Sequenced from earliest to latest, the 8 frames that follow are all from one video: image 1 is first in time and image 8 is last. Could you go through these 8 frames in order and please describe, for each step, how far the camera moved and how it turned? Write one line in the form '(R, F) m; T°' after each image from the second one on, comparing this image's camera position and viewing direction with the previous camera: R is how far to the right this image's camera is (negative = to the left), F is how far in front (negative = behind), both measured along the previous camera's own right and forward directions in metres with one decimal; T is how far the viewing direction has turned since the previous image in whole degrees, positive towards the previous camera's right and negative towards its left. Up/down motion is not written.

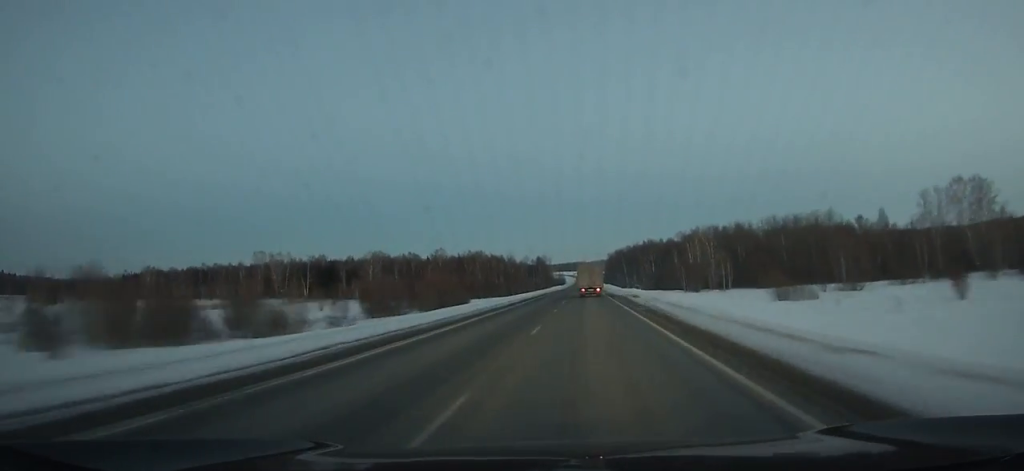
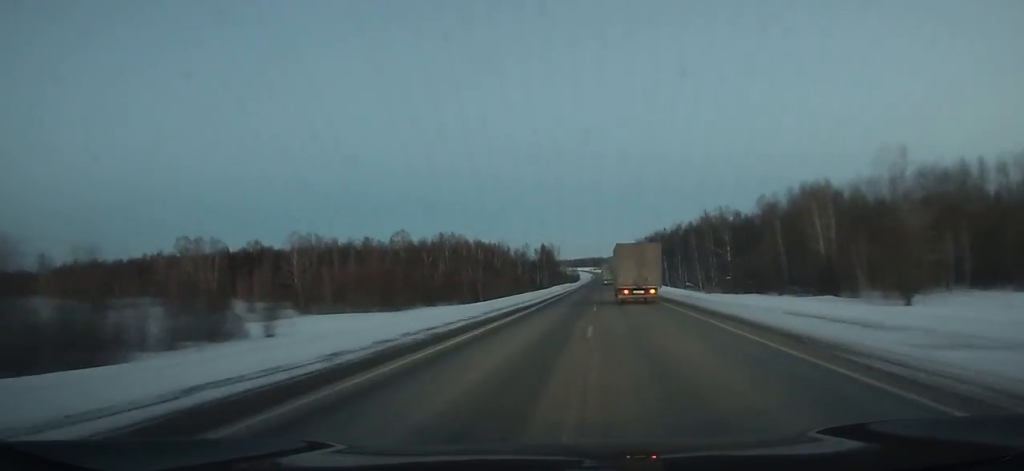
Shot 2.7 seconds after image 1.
(-0.4, +75.0) m; 0°
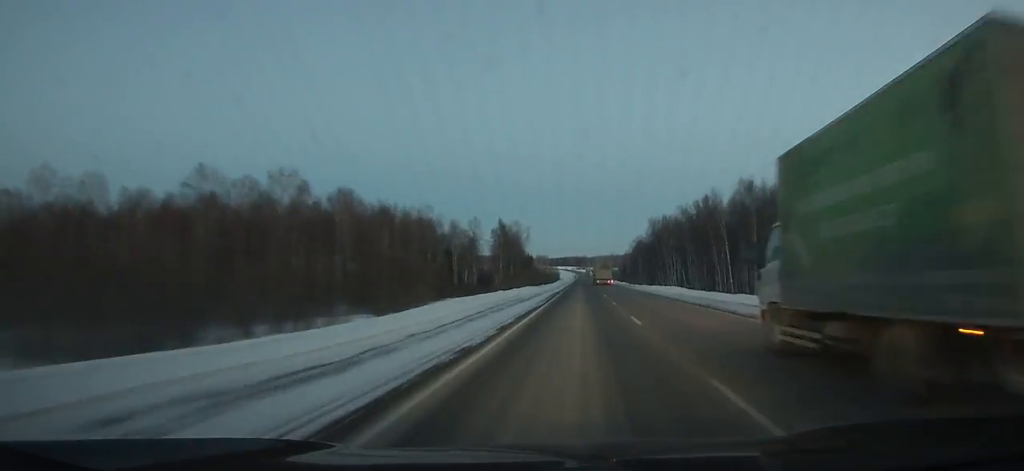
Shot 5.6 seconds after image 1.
(+0.6, +82.2) m; +1°
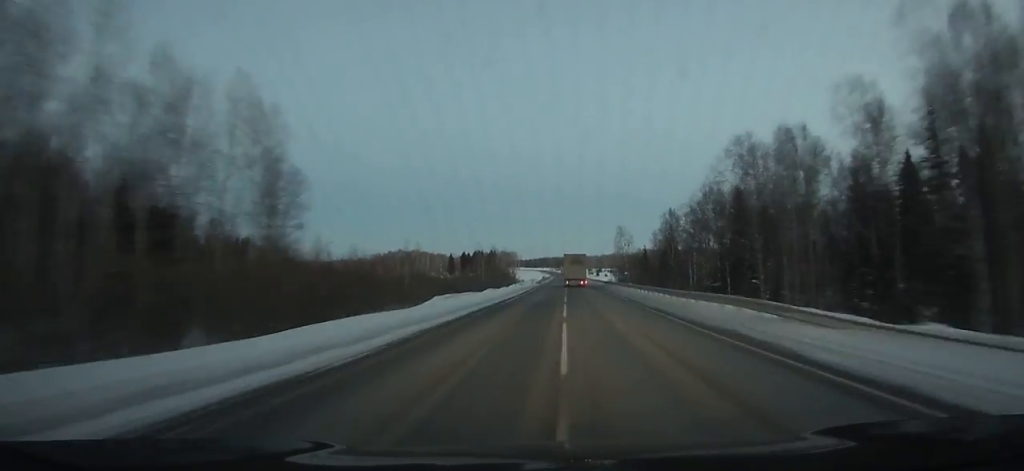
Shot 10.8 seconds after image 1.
(+2.5, +146.6) m; +1°
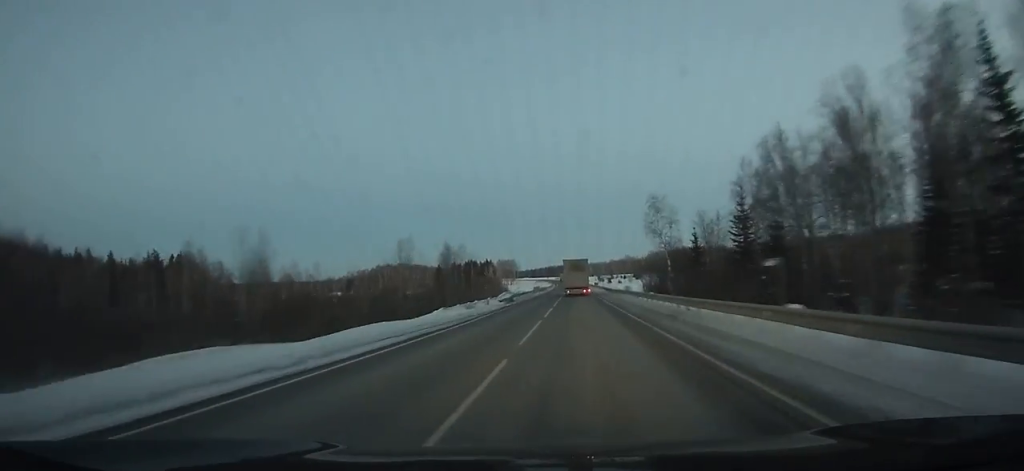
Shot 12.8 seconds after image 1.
(+0.1, +54.8) m; 0°
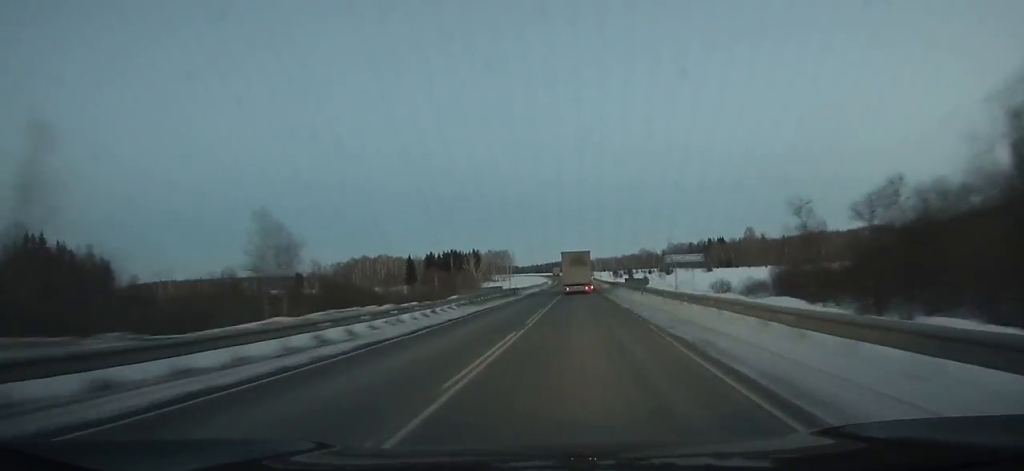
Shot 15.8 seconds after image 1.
(-0.3, +79.3) m; -1°
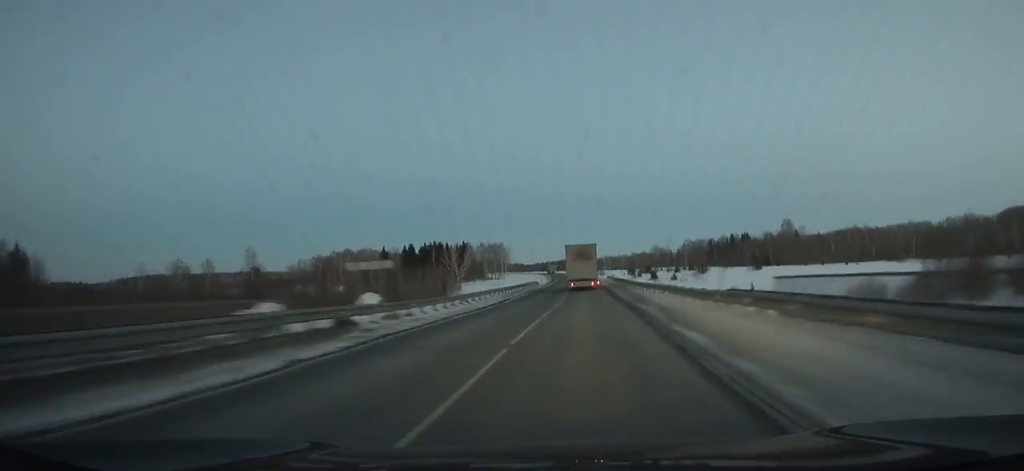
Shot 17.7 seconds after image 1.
(-0.2, +48.7) m; -1°
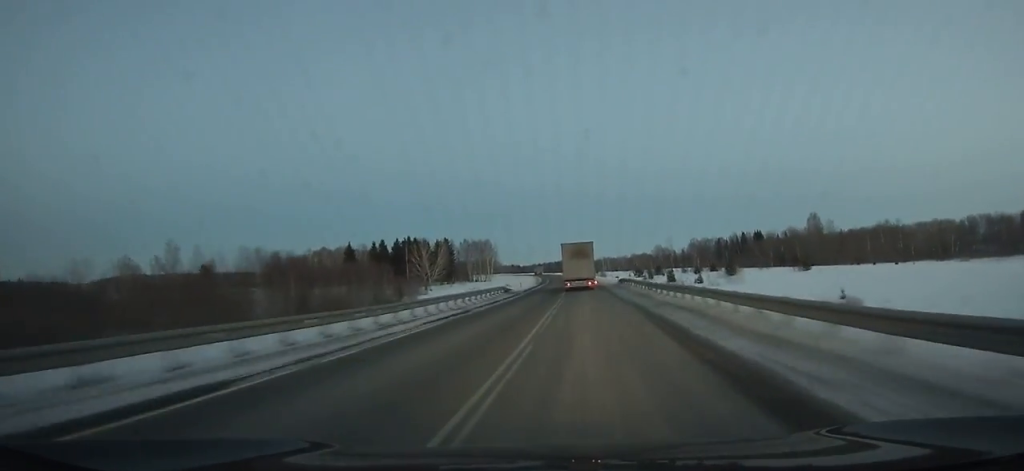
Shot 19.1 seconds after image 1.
(-0.2, +34.9) m; -1°
